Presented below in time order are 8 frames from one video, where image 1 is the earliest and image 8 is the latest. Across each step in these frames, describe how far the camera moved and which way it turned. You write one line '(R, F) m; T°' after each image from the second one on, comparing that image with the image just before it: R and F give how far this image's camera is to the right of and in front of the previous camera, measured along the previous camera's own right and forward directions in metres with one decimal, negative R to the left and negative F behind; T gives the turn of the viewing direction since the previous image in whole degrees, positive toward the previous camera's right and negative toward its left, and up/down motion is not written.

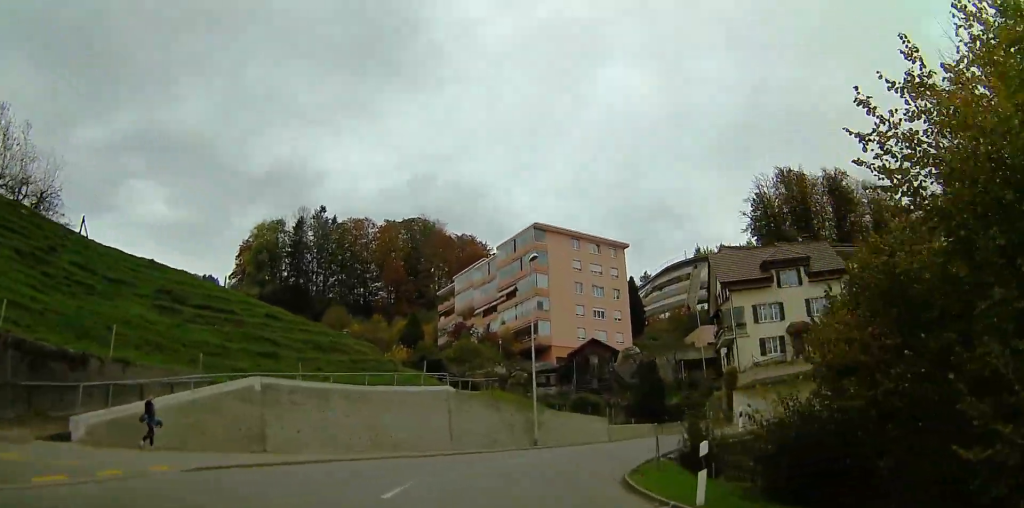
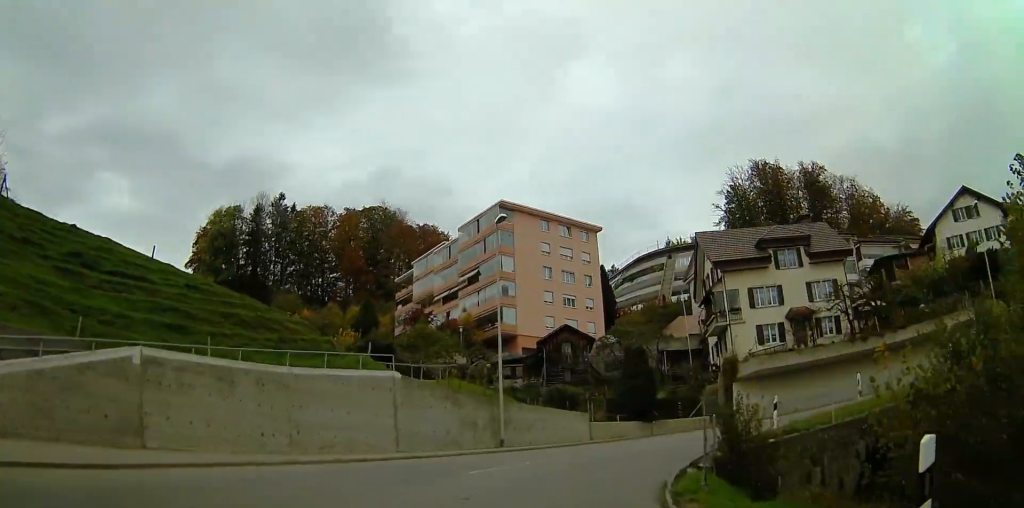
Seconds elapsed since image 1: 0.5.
(-0.3, +5.5) m; -3°
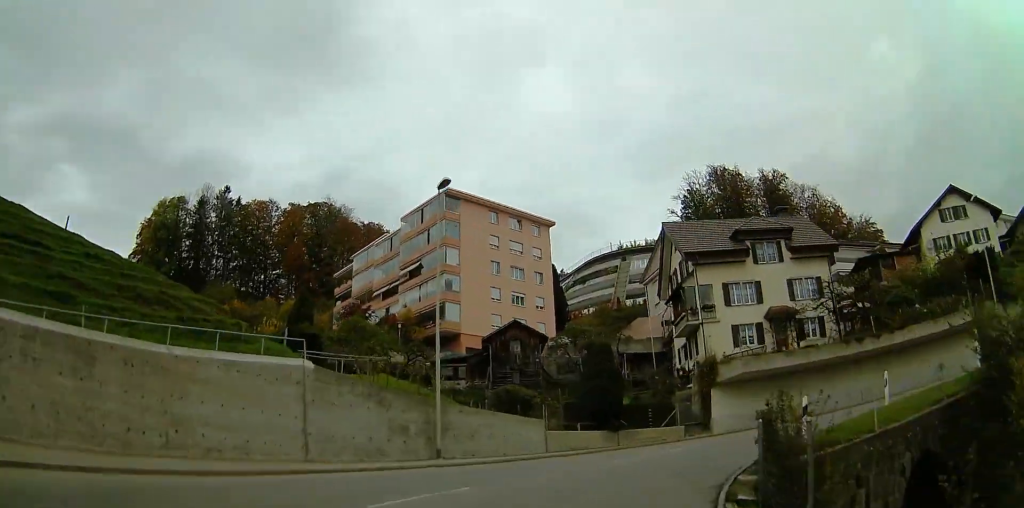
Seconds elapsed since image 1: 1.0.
(-0.1, +4.7) m; -1°
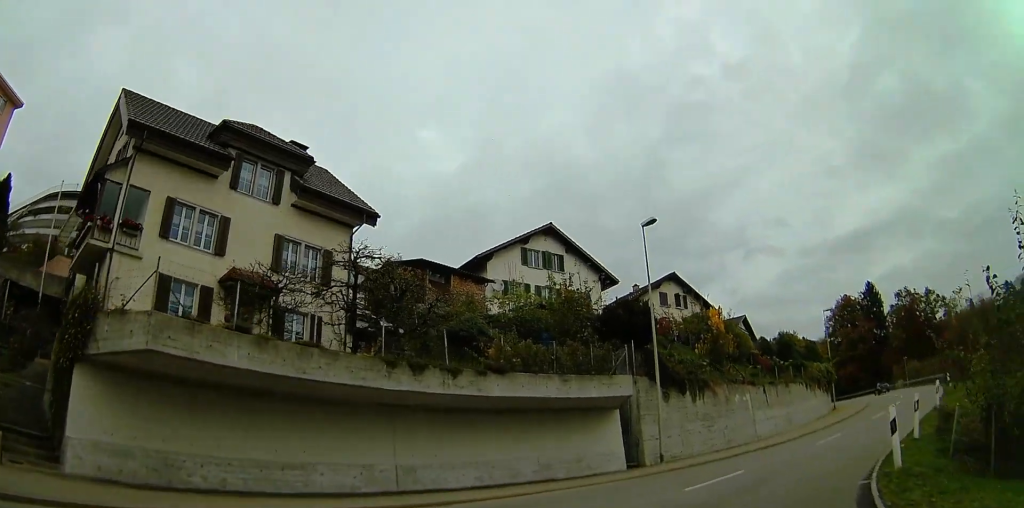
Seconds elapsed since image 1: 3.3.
(+4.1, +18.7) m; +49°
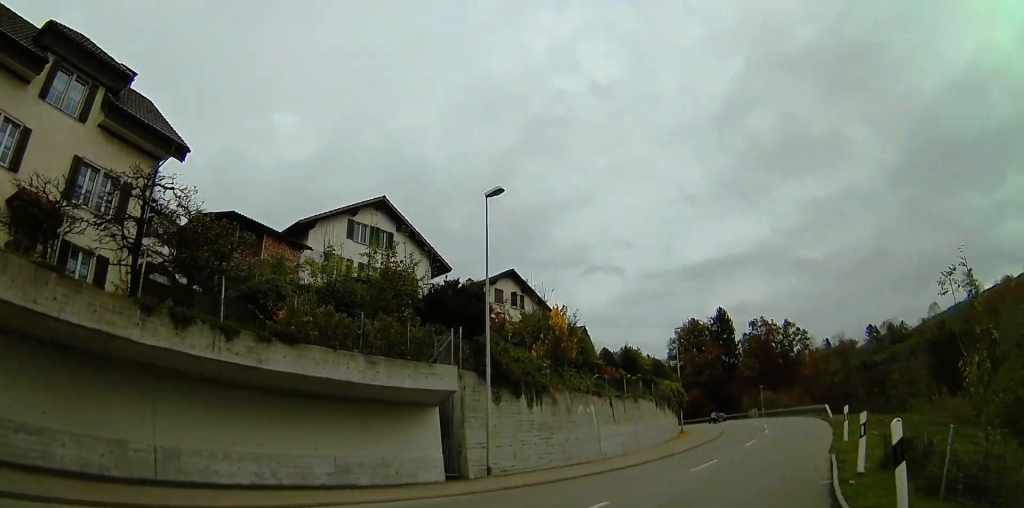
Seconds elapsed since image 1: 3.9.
(+0.8, +4.1) m; +18°
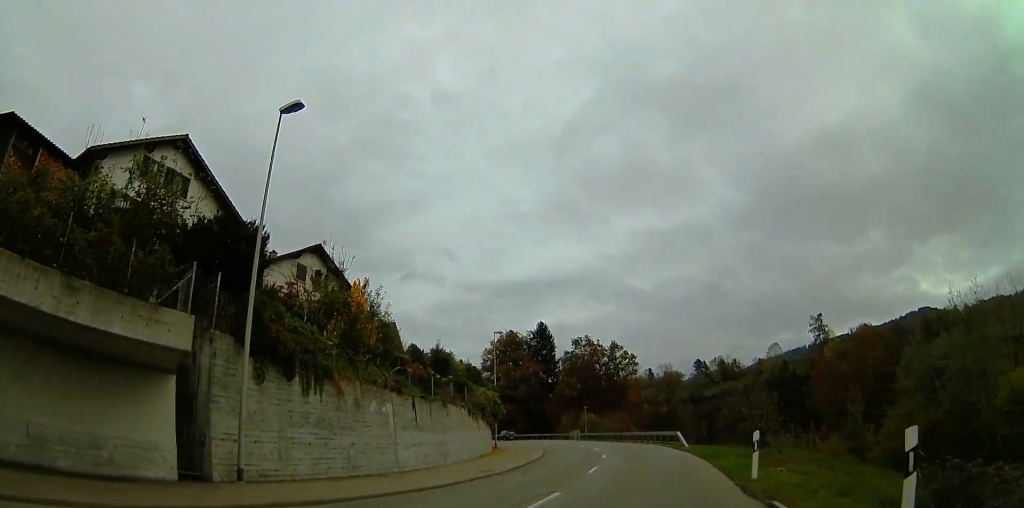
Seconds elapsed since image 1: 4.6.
(+0.5, +5.3) m; +18°
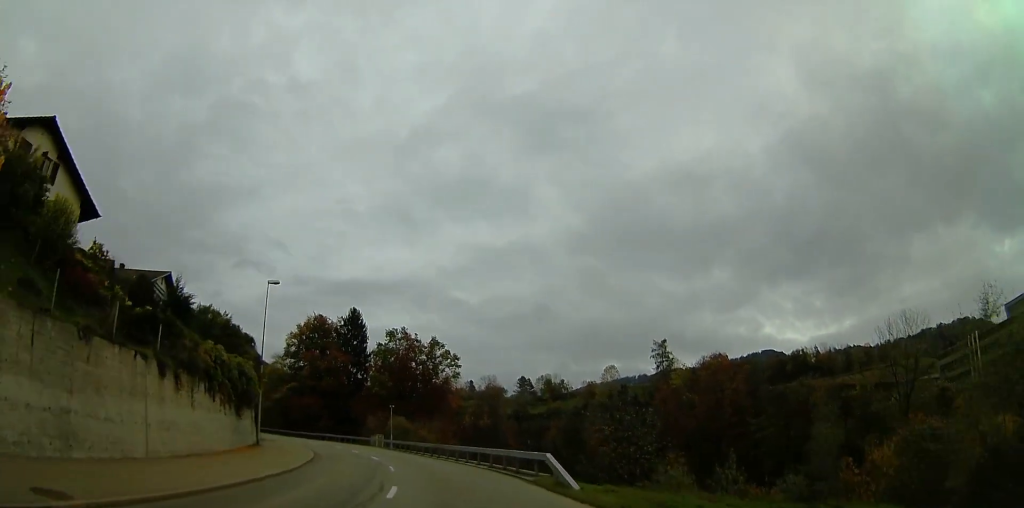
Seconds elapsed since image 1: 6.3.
(+2.8, +15.0) m; +12°
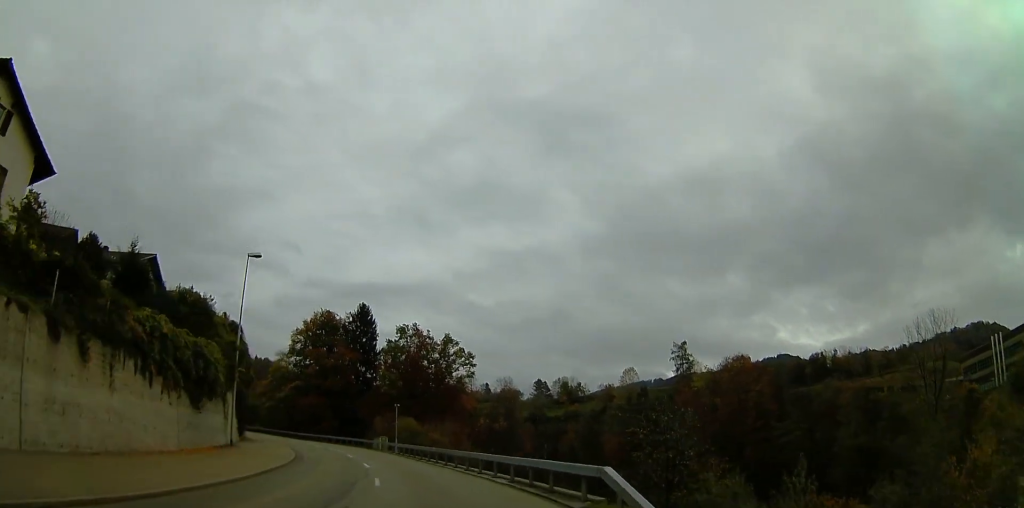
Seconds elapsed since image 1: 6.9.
(+0.1, +5.9) m; +1°
